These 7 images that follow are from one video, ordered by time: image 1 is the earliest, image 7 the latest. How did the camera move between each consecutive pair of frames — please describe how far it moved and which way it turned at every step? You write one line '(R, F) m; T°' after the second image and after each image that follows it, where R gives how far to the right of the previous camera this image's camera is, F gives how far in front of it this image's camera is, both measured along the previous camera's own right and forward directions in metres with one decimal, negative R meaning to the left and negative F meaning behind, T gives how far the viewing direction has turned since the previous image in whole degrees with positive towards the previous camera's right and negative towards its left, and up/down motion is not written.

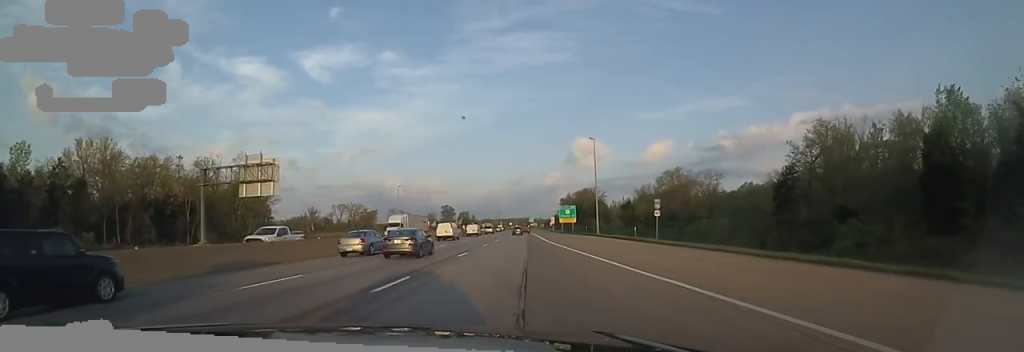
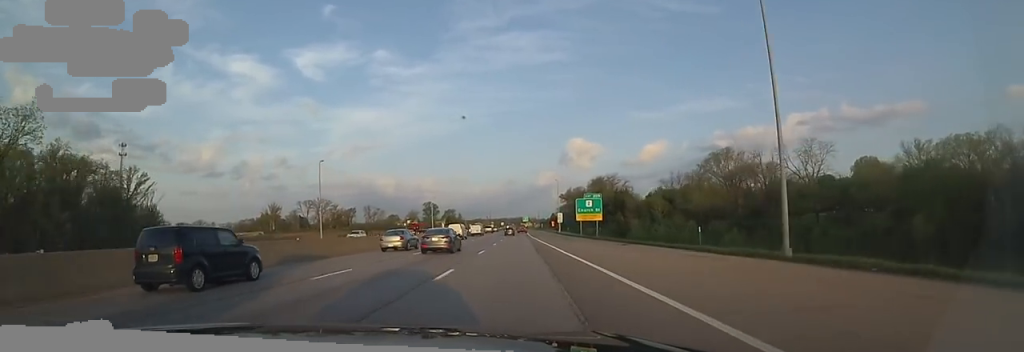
(+0.2, +50.5) m; +3°
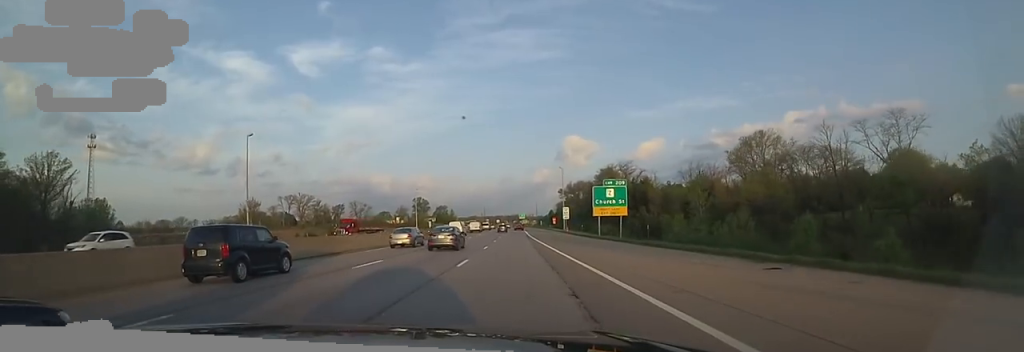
(+0.7, +23.3) m; +1°
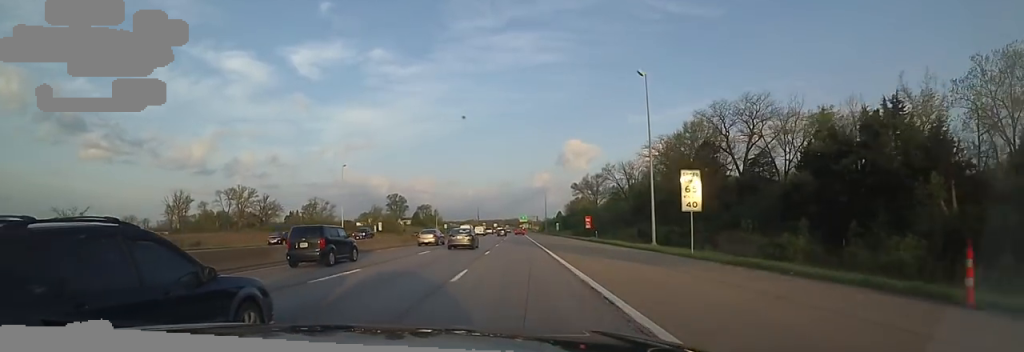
(-2.3, +70.4) m; -1°
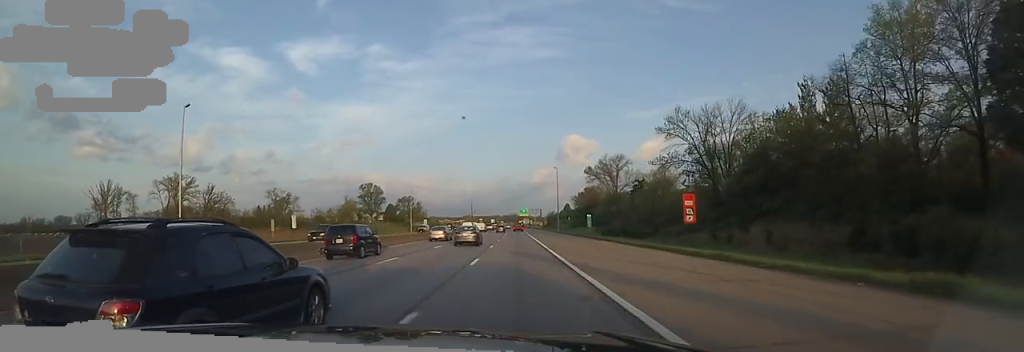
(+0.9, +46.3) m; 0°
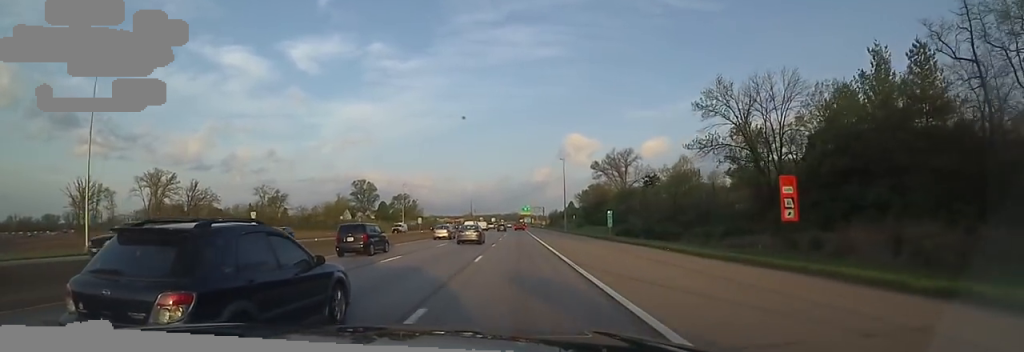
(-0.6, +12.2) m; 0°
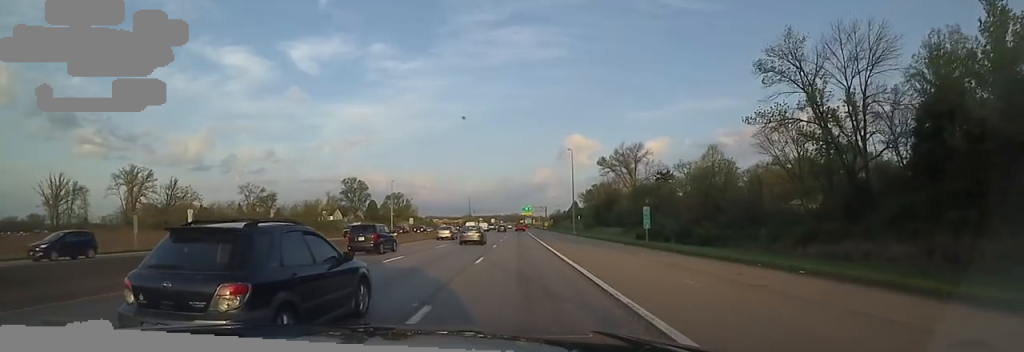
(+0.6, +13.0) m; 0°
